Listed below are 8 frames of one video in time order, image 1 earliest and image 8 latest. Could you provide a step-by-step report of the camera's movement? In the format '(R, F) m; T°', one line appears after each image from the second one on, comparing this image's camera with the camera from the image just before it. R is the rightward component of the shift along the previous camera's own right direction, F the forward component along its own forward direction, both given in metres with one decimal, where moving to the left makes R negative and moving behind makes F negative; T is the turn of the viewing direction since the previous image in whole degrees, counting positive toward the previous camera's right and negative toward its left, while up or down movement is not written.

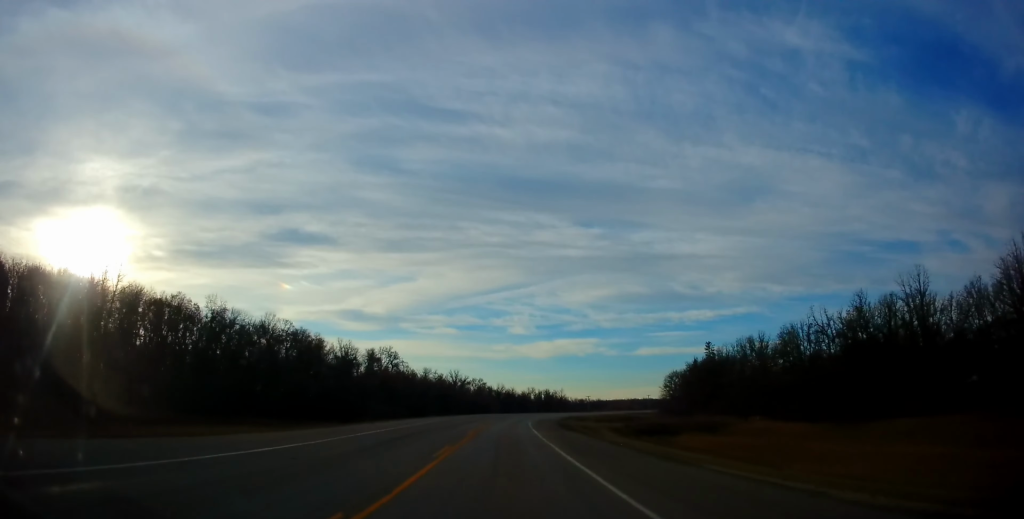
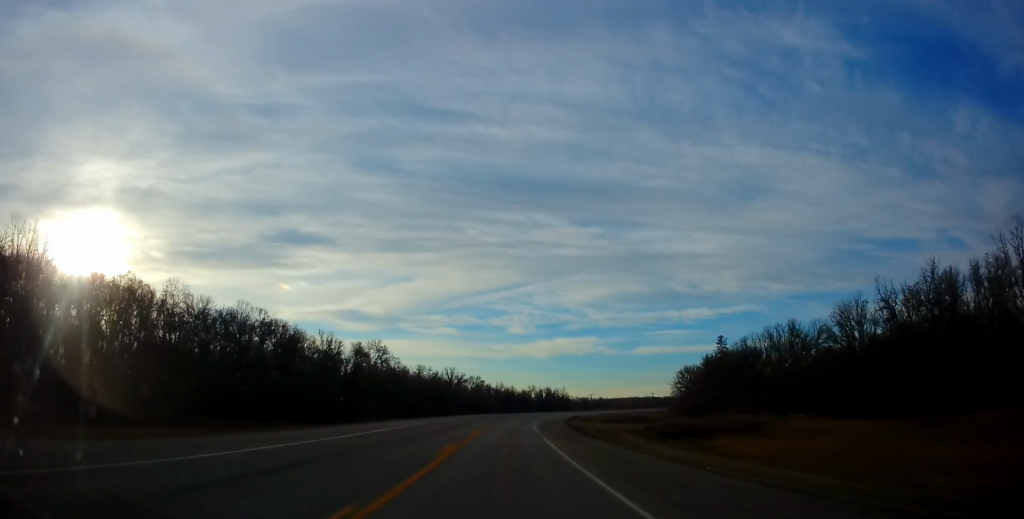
(-0.1, +10.9) m; 0°
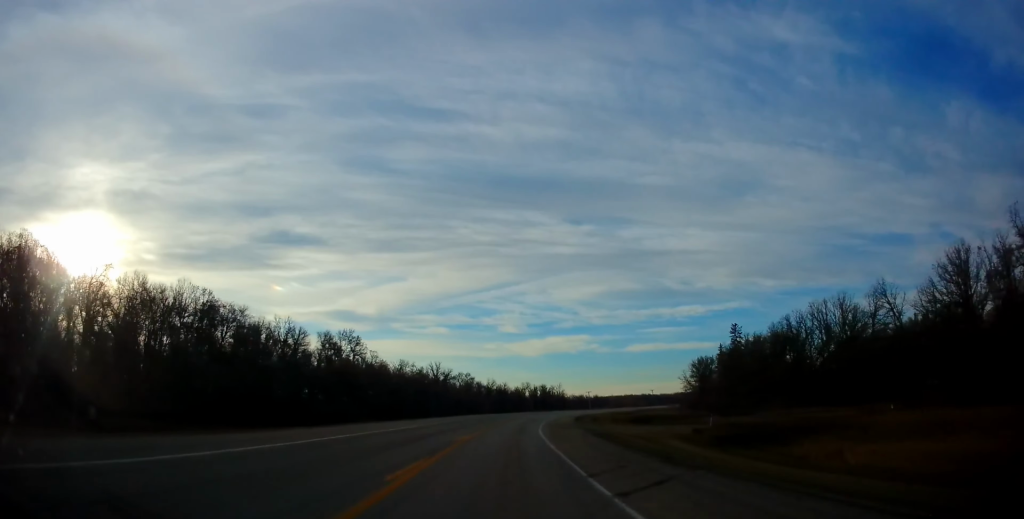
(+0.2, +15.5) m; +1°
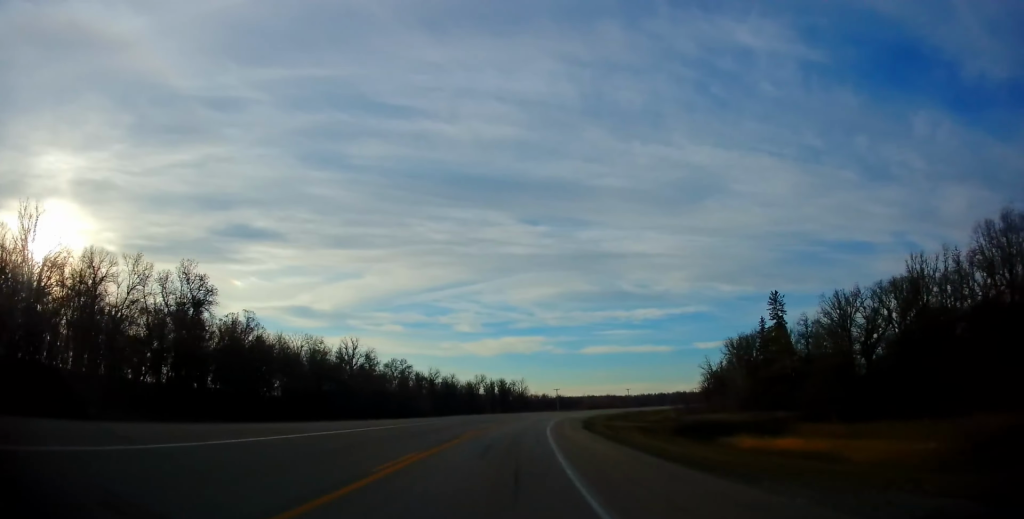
(+1.3, +47.4) m; +4°
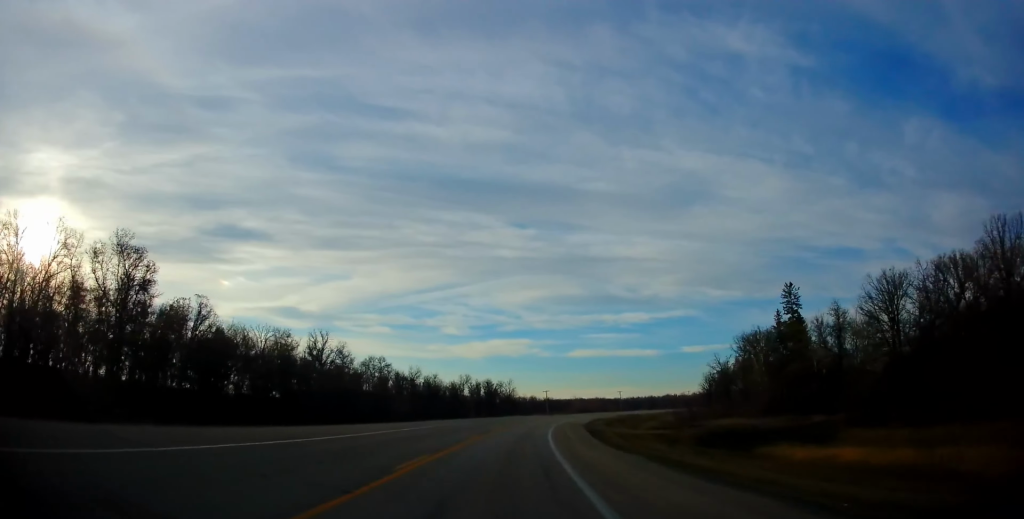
(0.0, +11.5) m; +1°
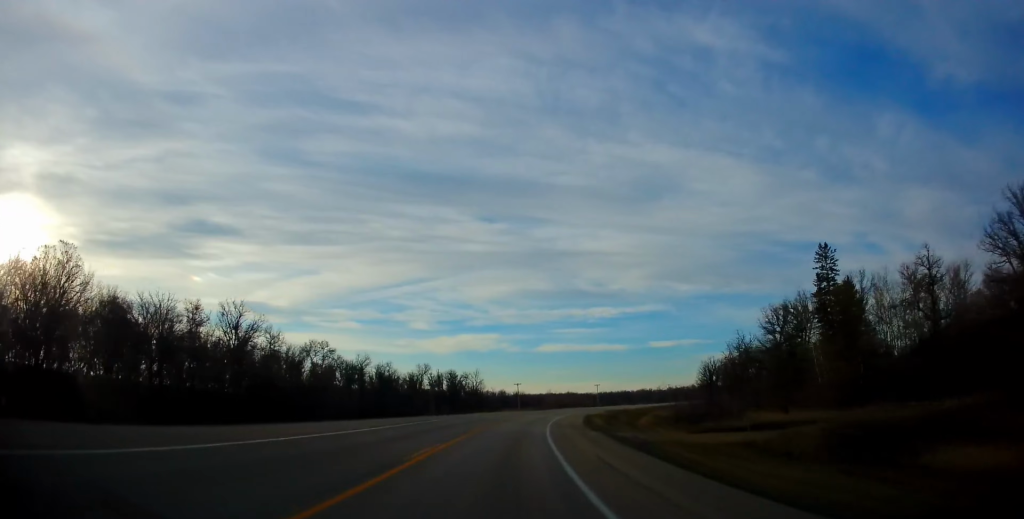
(+0.6, +25.4) m; +3°
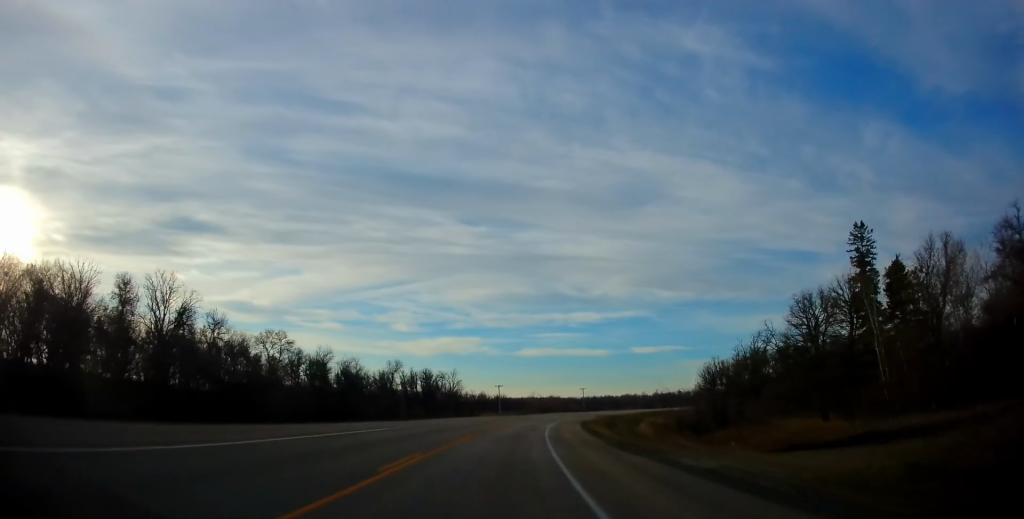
(+0.2, +15.6) m; +2°
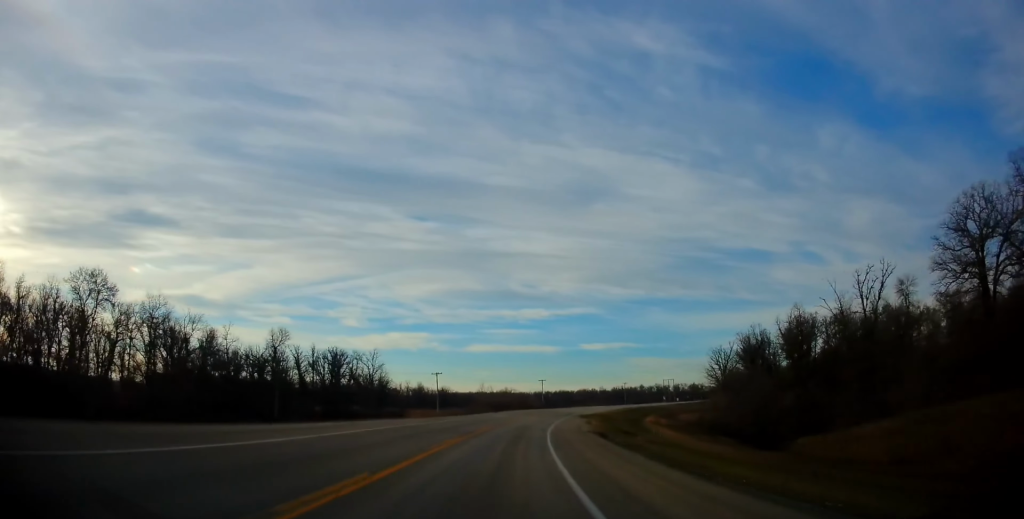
(+2.7, +44.2) m; +6°
